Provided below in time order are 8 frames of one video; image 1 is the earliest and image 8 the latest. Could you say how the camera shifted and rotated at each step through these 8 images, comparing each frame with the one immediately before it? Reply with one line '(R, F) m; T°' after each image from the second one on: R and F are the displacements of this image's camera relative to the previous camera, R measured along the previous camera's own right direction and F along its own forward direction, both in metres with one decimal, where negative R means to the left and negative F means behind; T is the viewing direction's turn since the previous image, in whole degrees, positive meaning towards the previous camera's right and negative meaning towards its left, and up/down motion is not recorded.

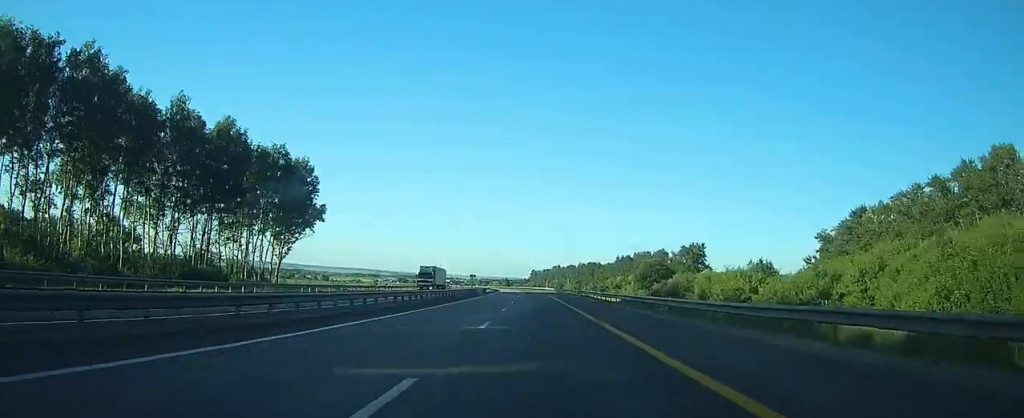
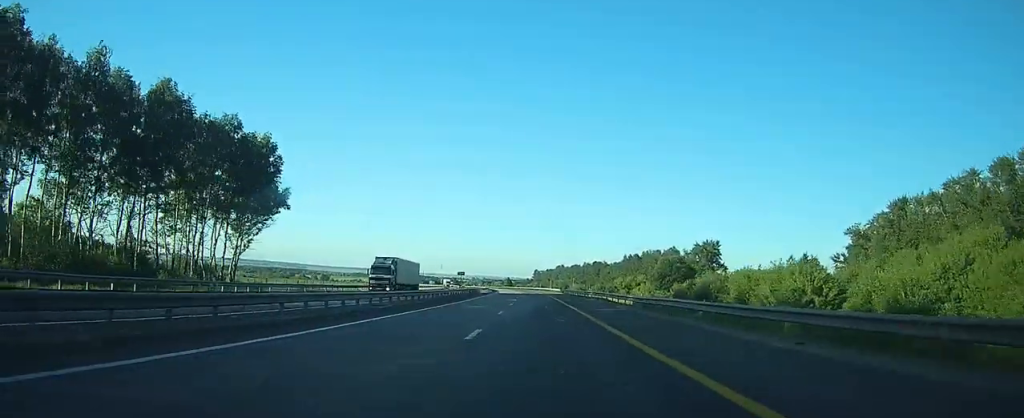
(-0.1, +15.3) m; 0°
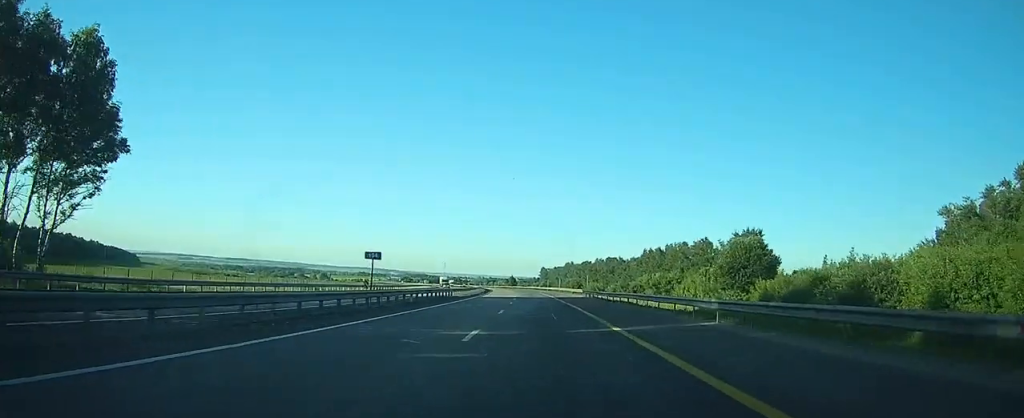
(-0.2, +36.9) m; -1°
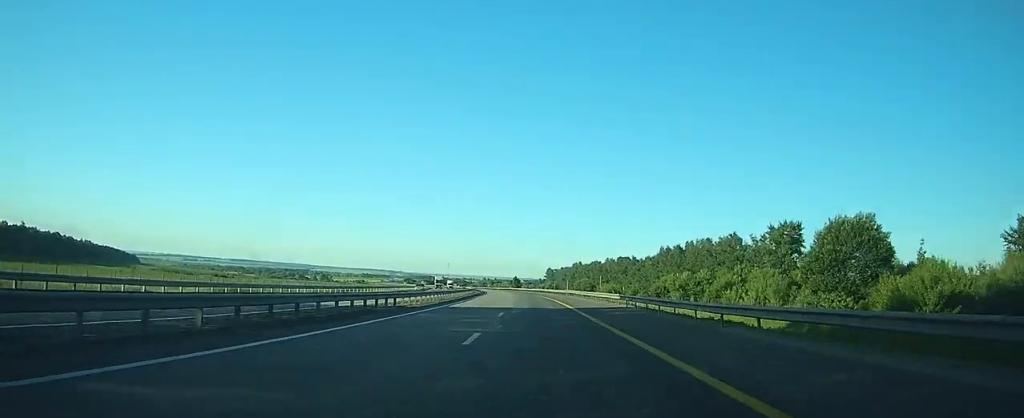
(-0.1, +24.4) m; 0°
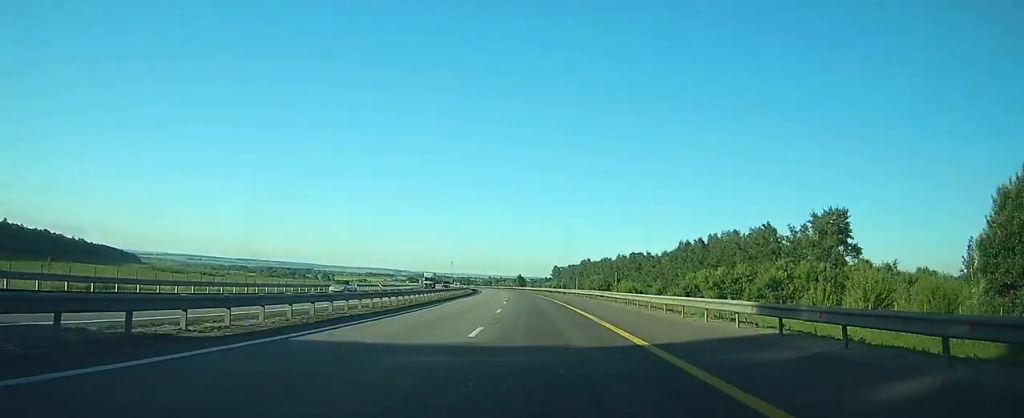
(-0.1, +22.7) m; 0°
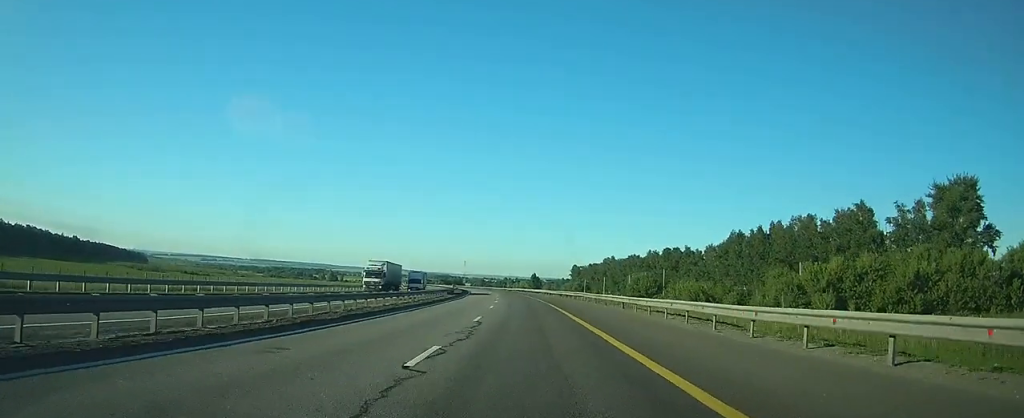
(-0.3, +41.0) m; -1°
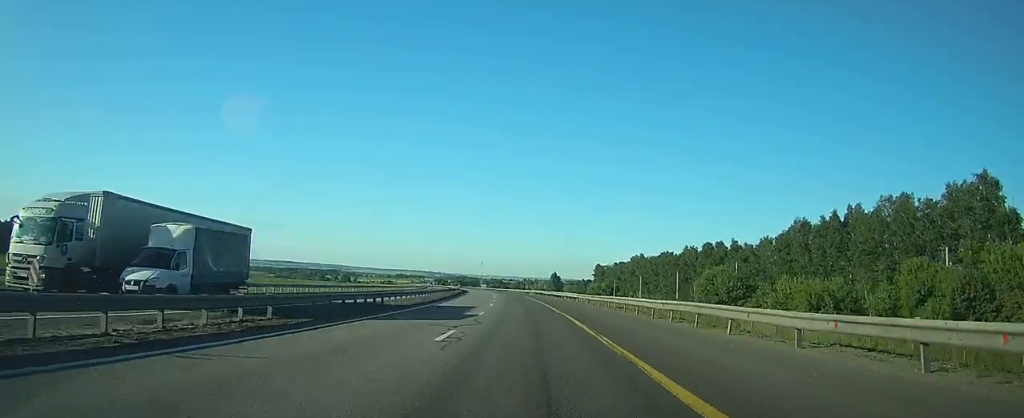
(-0.3, +31.9) m; -1°
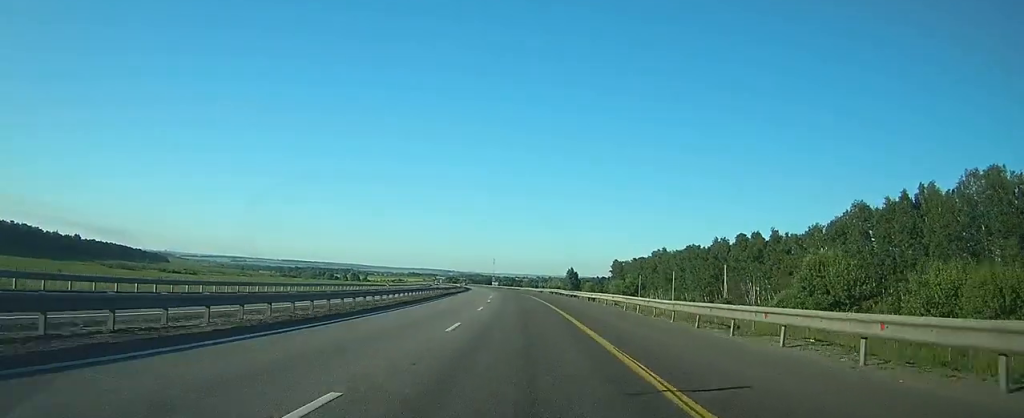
(-0.2, +21.9) m; -1°
